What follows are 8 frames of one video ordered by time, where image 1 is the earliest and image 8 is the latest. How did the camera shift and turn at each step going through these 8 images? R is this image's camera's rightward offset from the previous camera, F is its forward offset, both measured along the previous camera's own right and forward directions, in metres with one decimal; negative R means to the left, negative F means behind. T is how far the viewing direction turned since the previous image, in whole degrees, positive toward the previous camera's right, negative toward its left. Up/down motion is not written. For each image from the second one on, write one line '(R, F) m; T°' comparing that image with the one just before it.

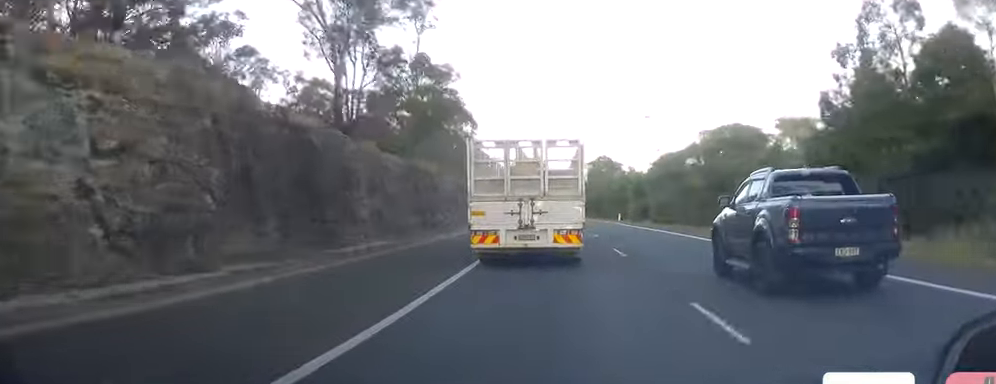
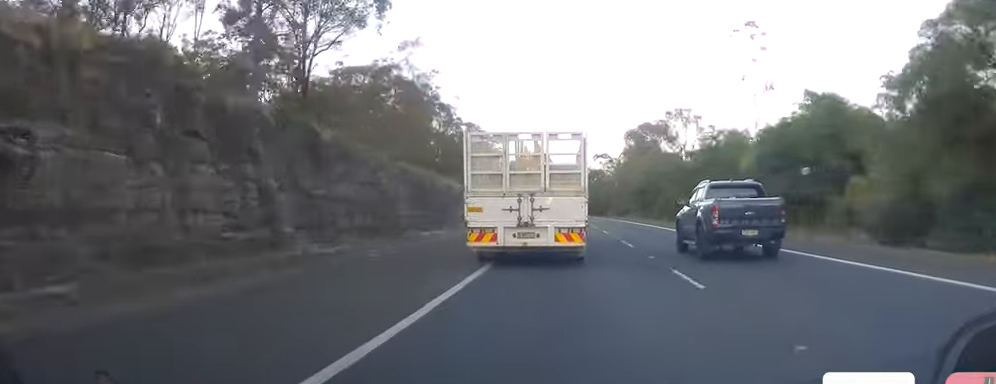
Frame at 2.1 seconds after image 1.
(-1.2, +55.8) m; -1°
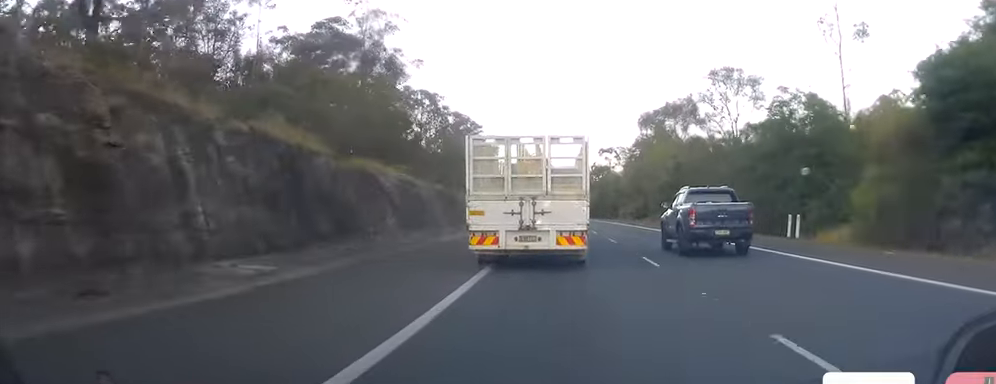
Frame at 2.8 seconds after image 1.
(-0.1, +19.4) m; -1°
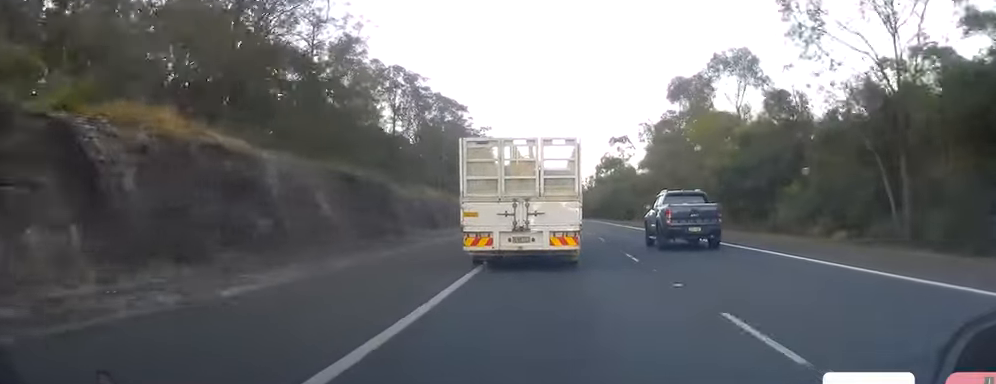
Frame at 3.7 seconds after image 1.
(-0.2, +22.8) m; -1°
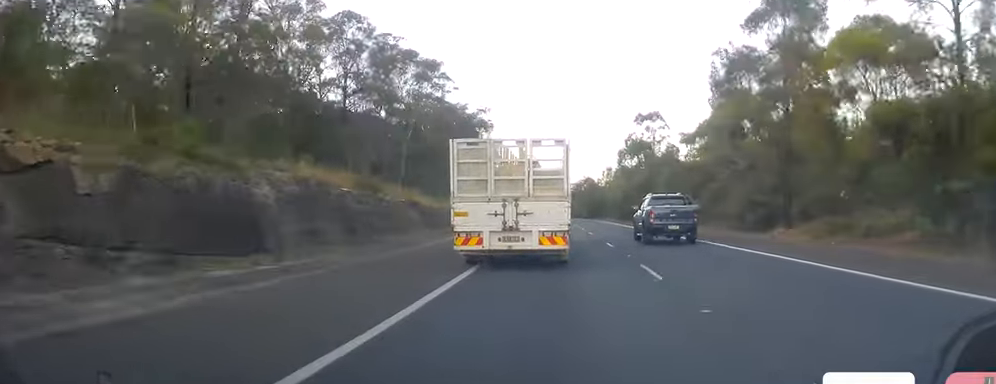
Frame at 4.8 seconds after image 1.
(-0.5, +28.6) m; -1°
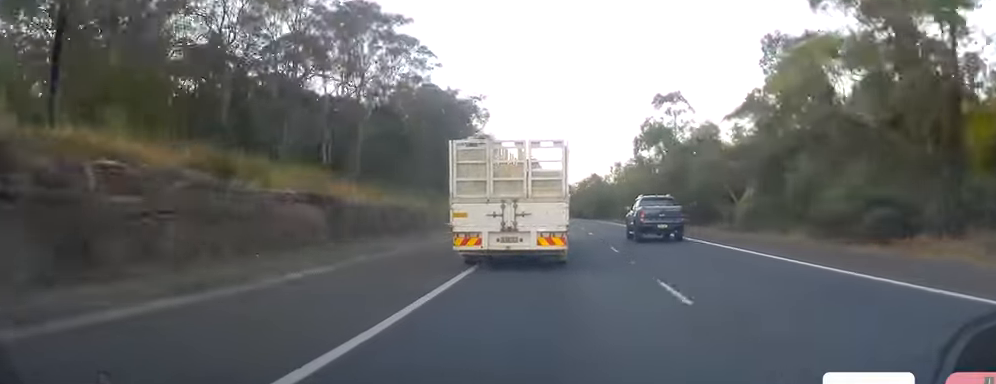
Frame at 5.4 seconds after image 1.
(0.0, +15.6) m; 0°
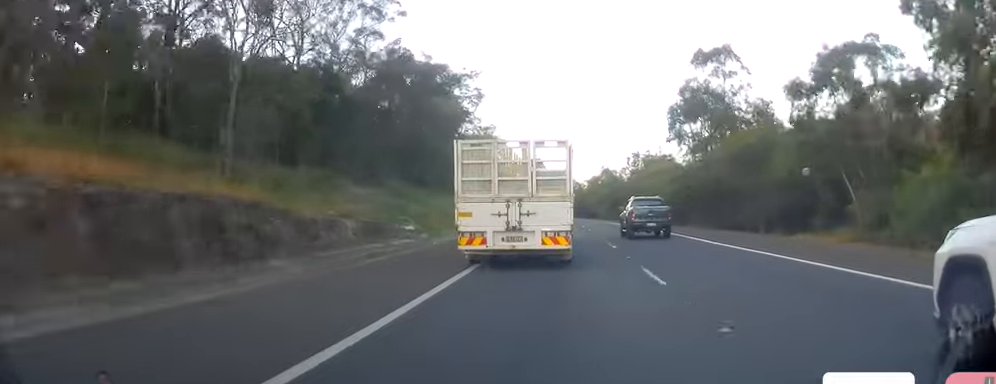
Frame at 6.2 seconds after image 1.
(+0.3, +21.8) m; 0°
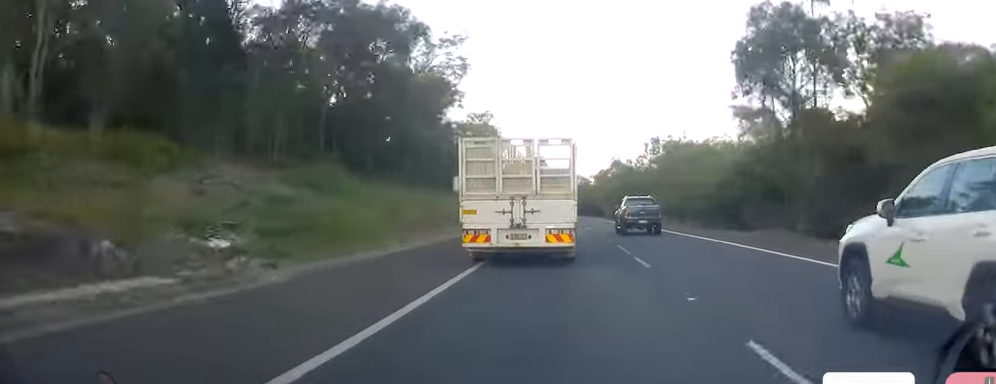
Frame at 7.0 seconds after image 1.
(-0.3, +21.0) m; -2°
